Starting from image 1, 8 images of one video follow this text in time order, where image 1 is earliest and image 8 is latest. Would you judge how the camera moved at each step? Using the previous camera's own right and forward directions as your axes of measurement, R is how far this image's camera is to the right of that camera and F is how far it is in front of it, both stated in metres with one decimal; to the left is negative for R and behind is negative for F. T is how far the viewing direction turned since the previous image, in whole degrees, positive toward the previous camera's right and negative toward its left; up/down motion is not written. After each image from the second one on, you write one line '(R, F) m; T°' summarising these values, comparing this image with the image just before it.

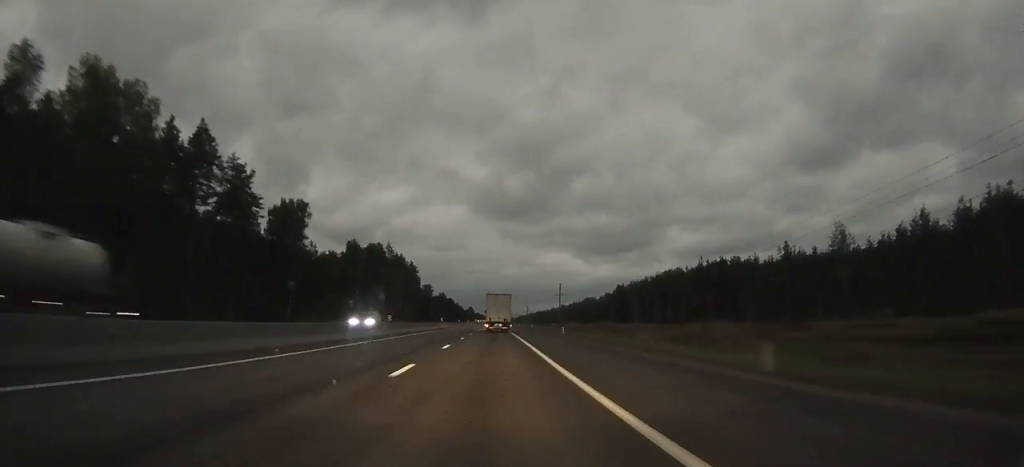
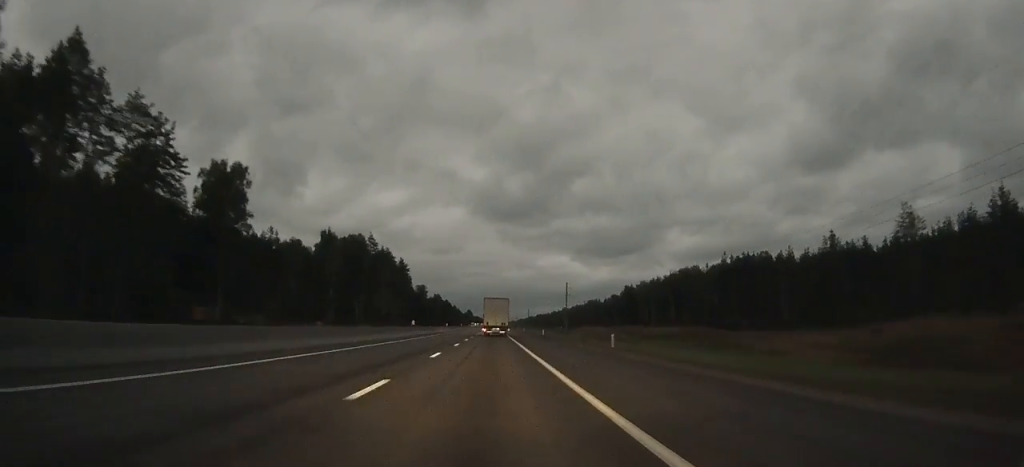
(0.0, +27.5) m; 0°
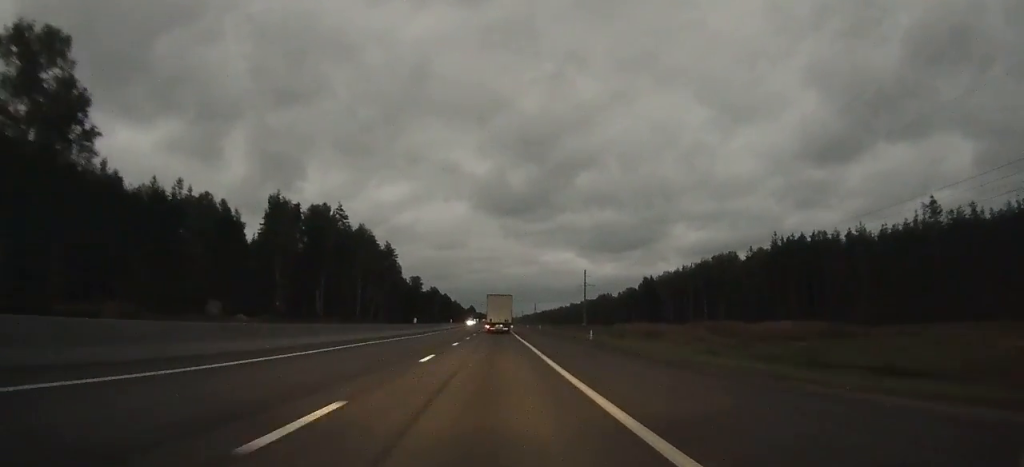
(0.0, +40.0) m; 0°
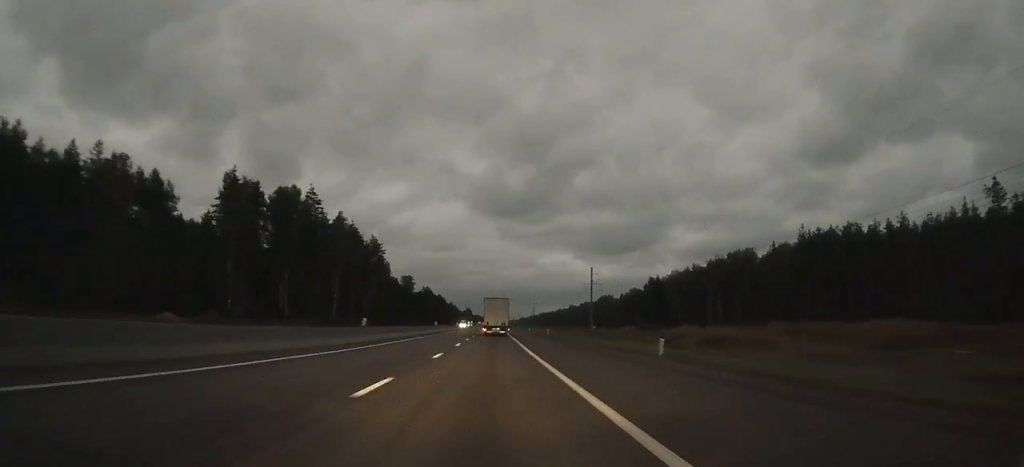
(-0.1, +19.8) m; 0°
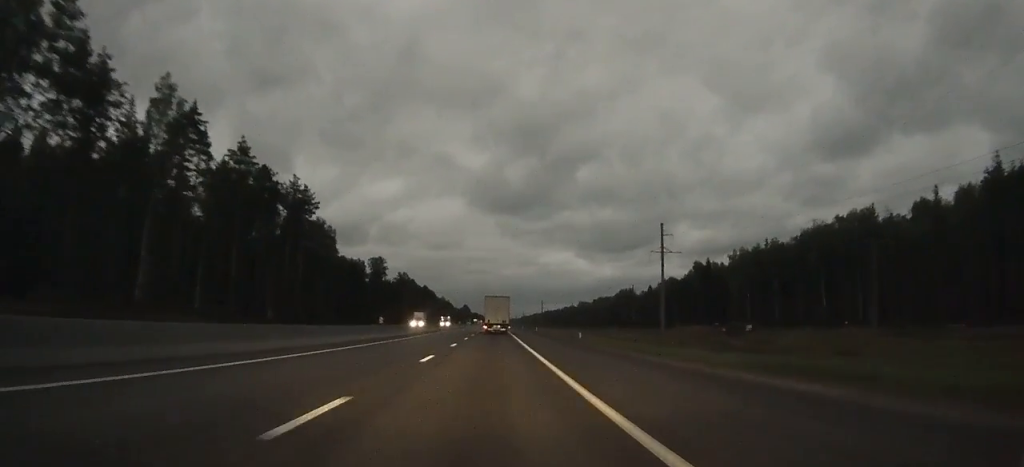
(-0.1, +75.9) m; 0°
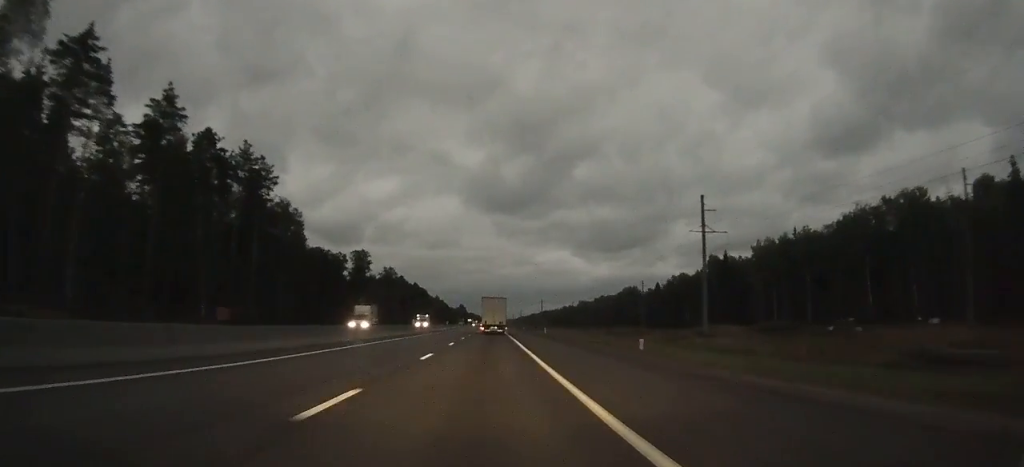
(0.0, +22.5) m; 0°
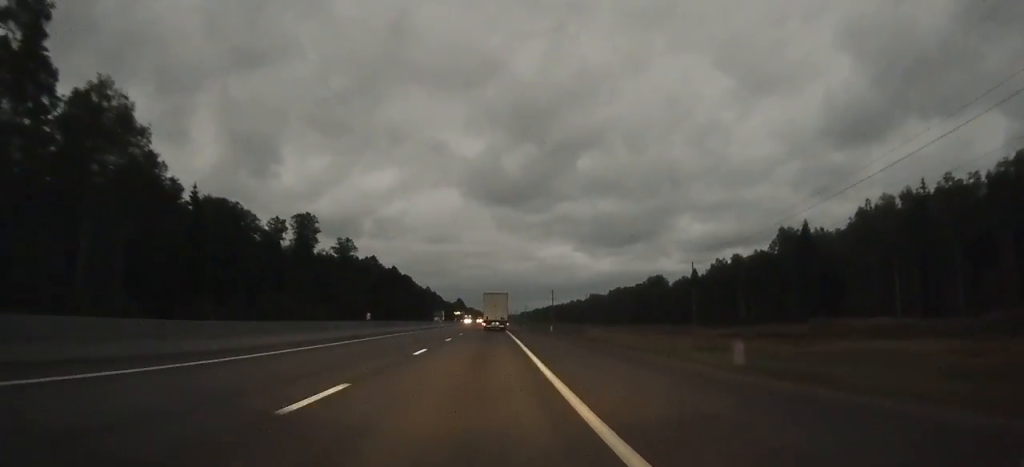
(+0.1, +59.2) m; 0°
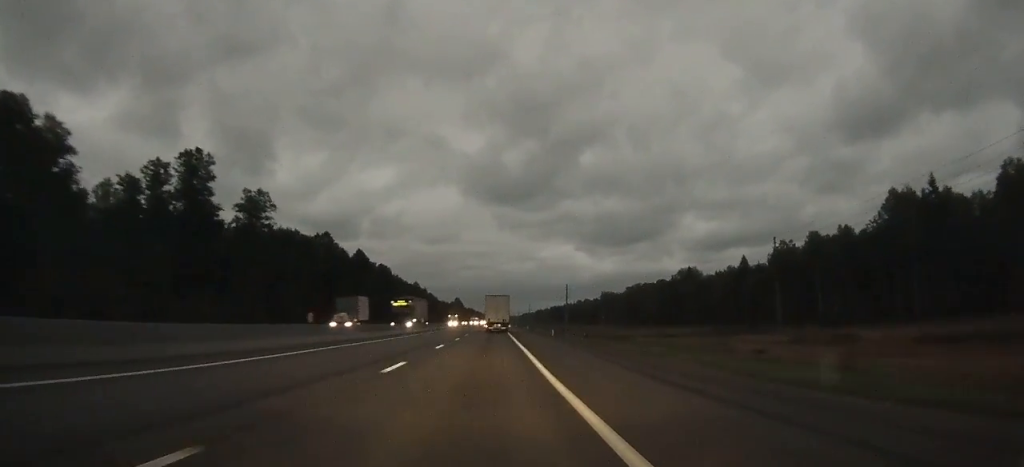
(0.0, +53.8) m; 0°
